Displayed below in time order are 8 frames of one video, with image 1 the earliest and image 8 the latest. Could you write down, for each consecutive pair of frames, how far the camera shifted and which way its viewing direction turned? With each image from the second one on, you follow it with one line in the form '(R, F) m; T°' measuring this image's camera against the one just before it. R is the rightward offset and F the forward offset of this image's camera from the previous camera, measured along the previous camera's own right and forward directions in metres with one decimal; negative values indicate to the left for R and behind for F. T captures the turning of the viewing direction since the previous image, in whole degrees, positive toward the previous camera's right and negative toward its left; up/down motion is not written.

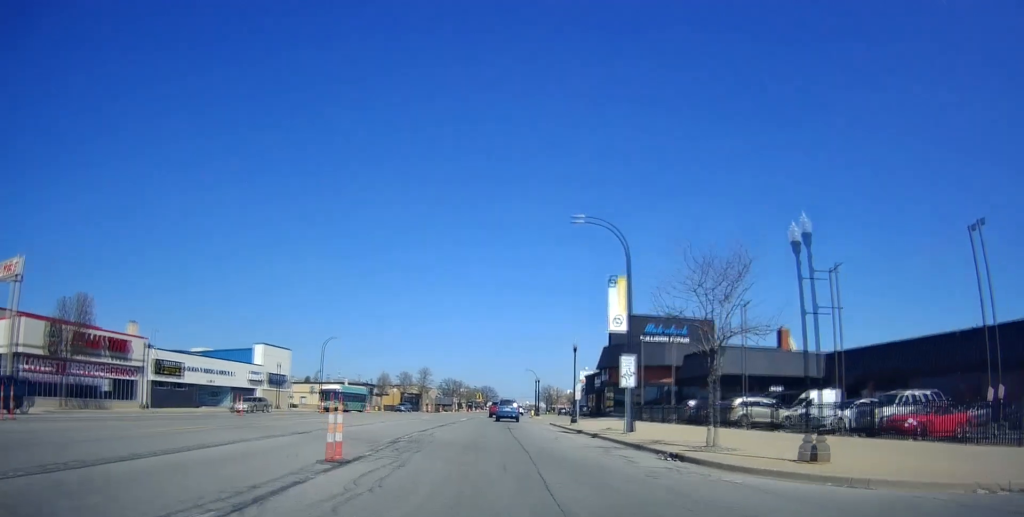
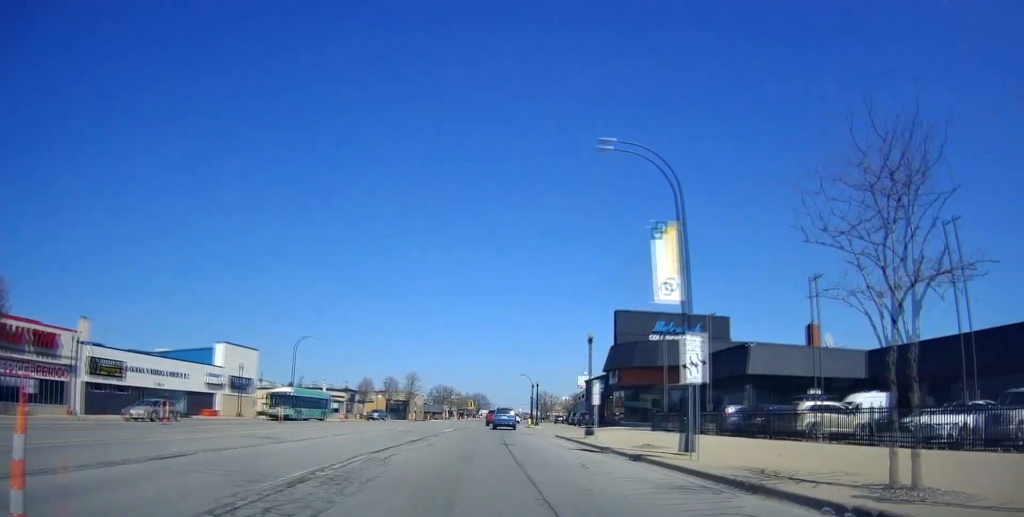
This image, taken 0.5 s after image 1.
(0.0, +8.4) m; 0°
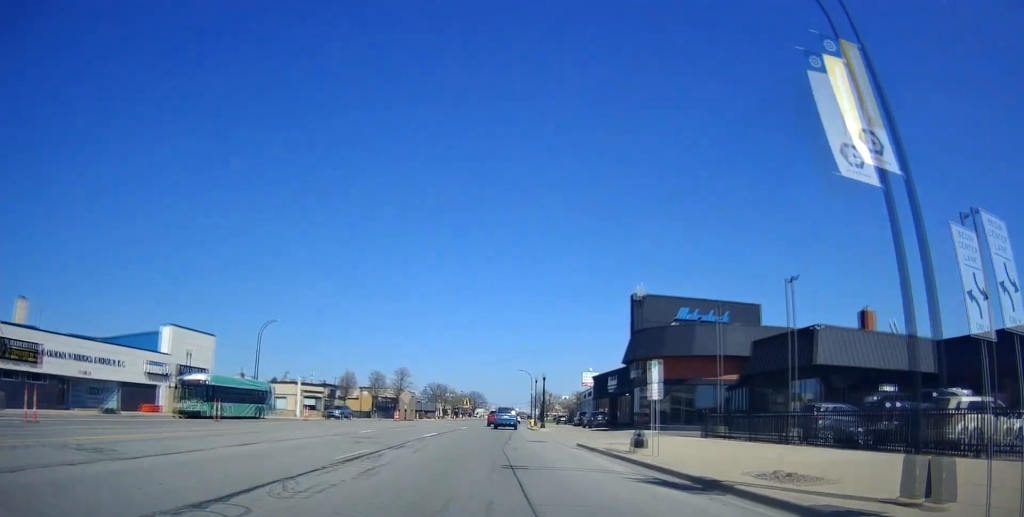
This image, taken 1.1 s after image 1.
(0.0, +10.1) m; 0°
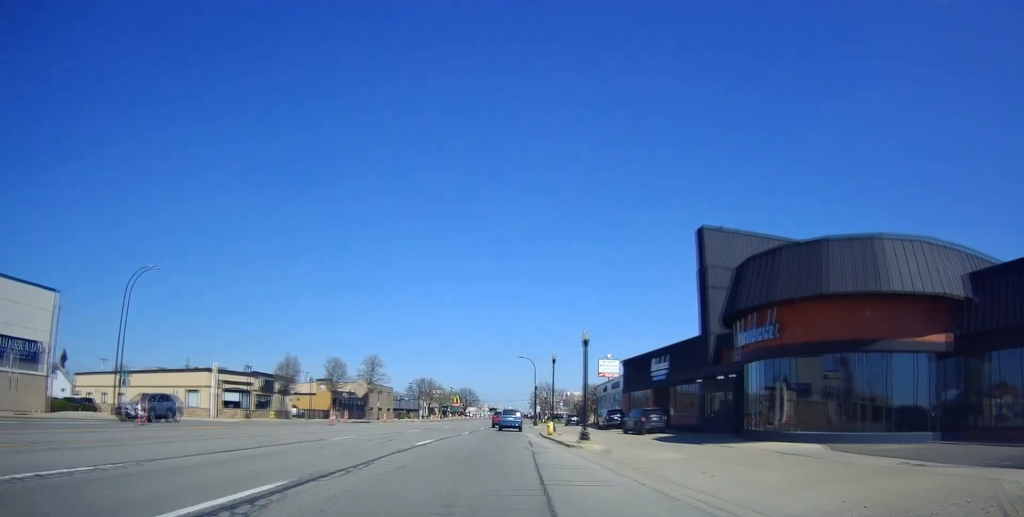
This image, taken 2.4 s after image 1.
(+0.1, +22.5) m; +1°
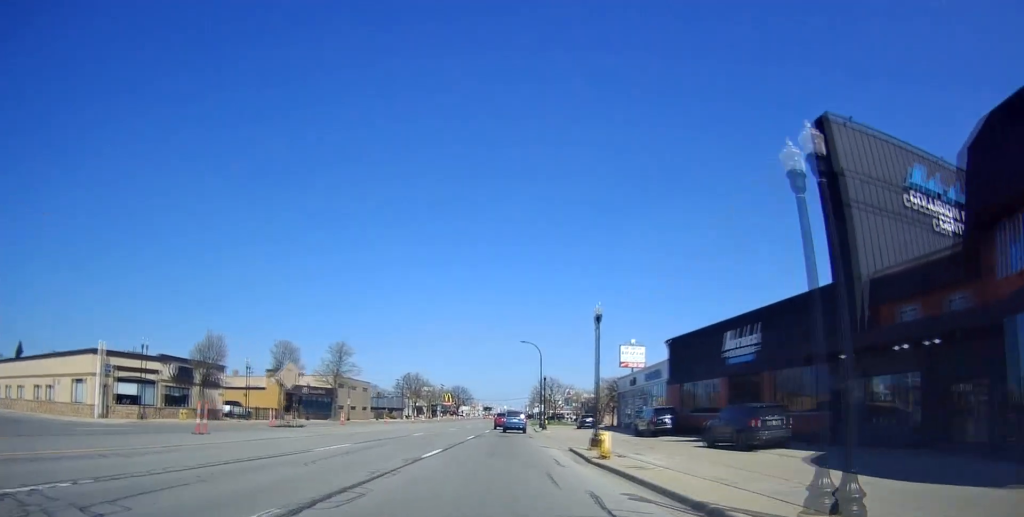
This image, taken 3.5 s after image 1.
(+0.3, +17.6) m; +1°
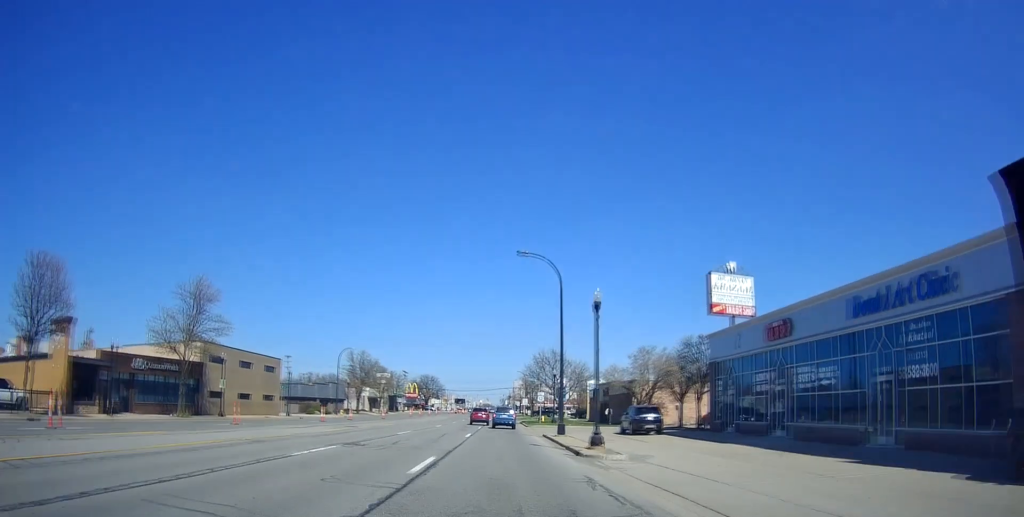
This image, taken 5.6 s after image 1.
(+0.1, +35.0) m; +2°
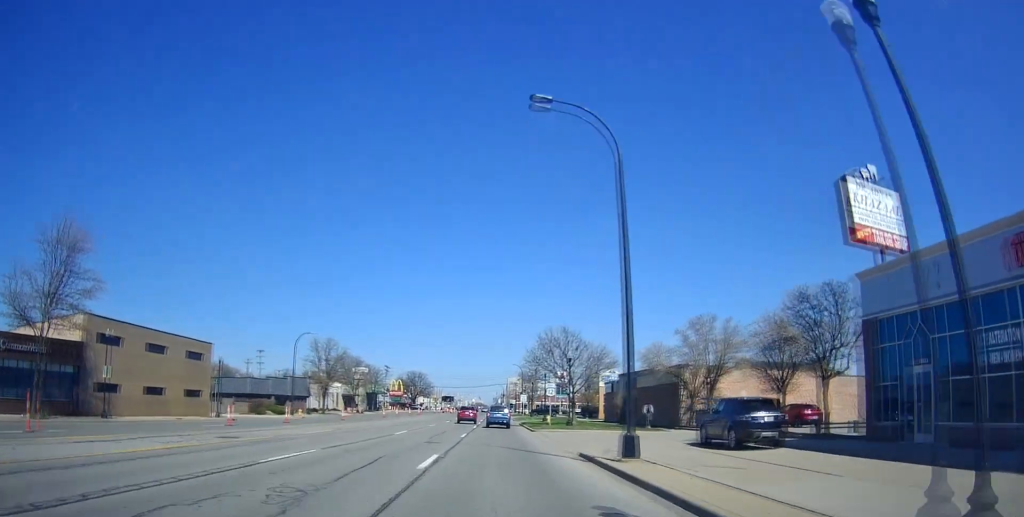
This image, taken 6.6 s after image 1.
(+0.4, +16.1) m; +1°
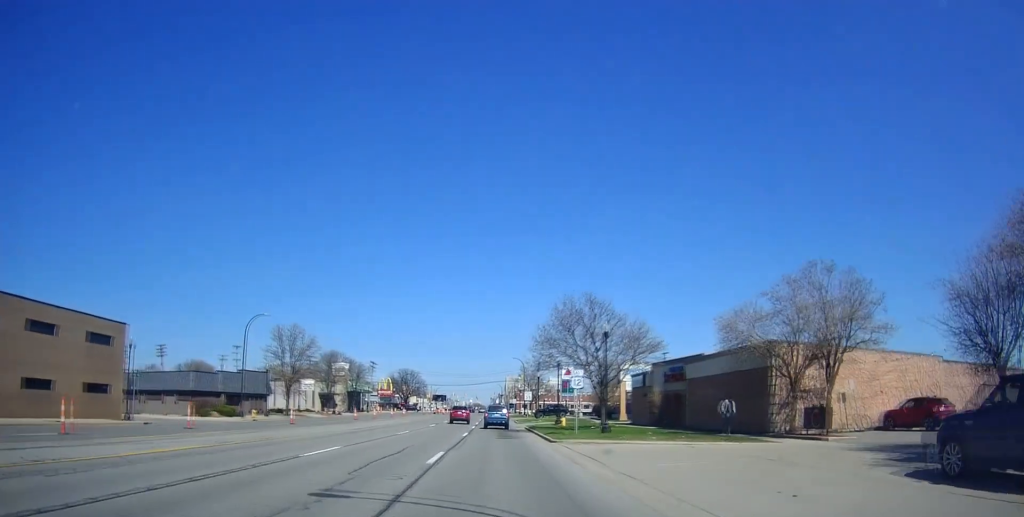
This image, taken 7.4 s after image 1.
(-0.1, +13.8) m; 0°
